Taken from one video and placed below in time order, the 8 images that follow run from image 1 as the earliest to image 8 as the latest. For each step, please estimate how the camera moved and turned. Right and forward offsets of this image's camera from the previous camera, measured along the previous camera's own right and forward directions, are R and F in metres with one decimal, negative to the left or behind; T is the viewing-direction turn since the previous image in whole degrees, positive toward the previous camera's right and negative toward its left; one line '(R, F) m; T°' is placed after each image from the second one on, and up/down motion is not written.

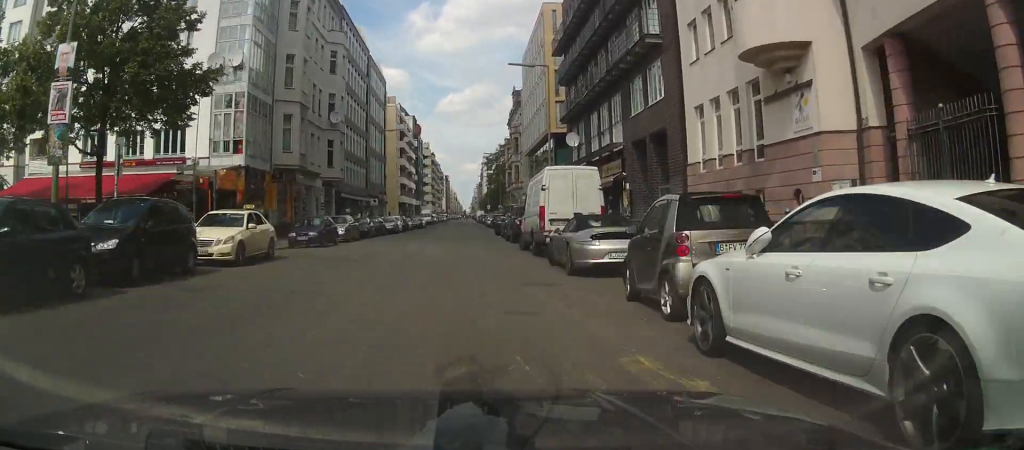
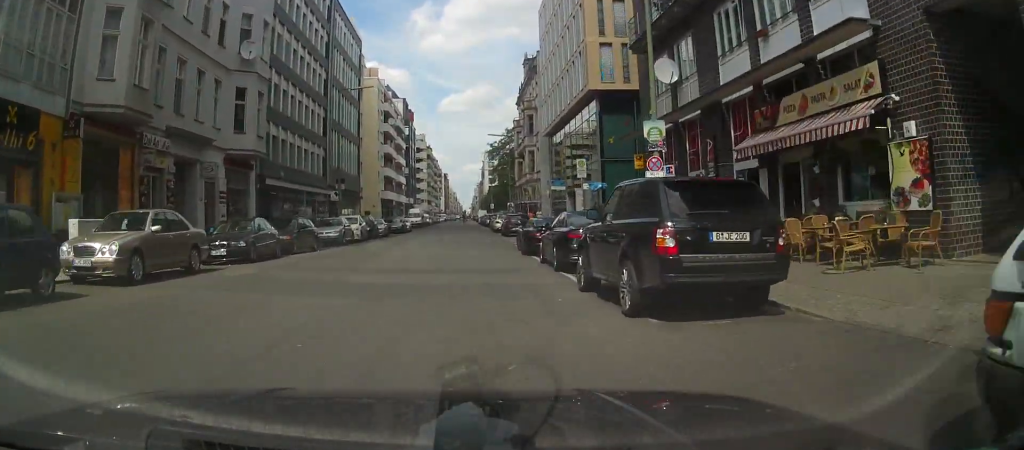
(-0.4, +23.4) m; -1°
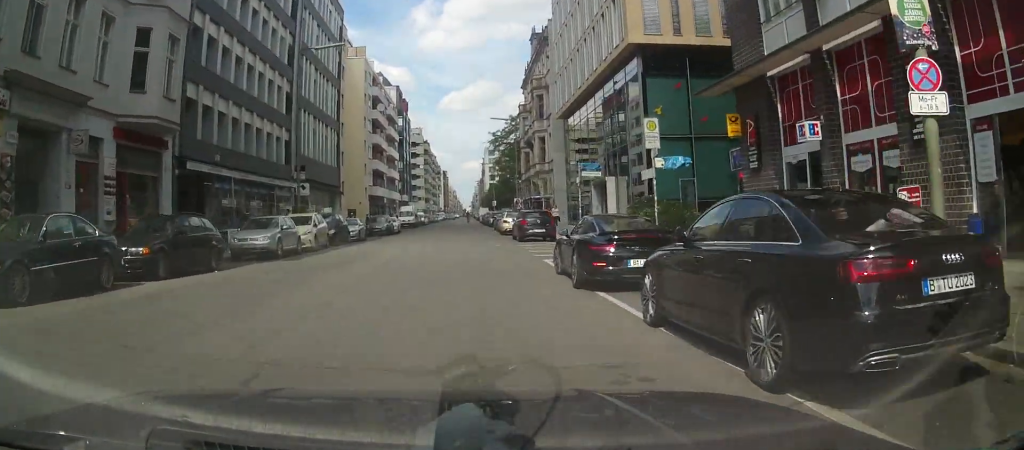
(+0.1, +11.4) m; +1°
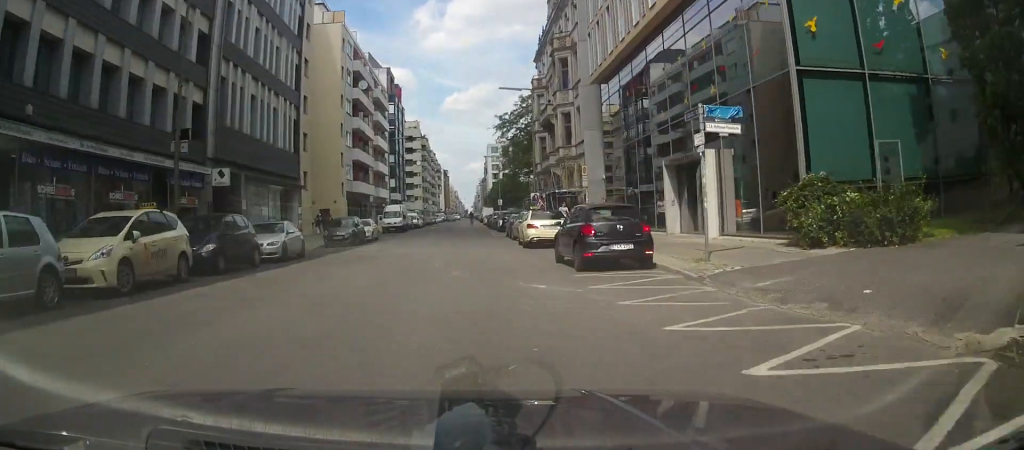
(+0.2, +15.9) m; 0°
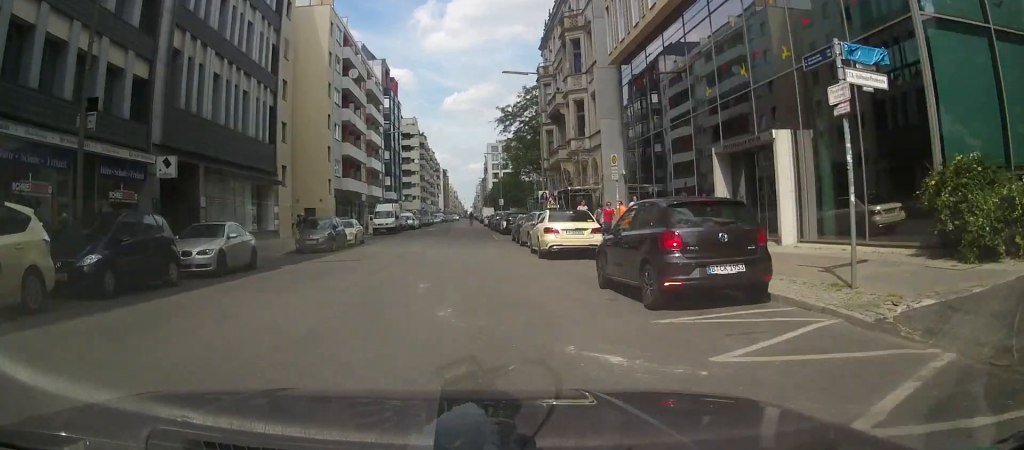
(-0.1, +5.9) m; -1°
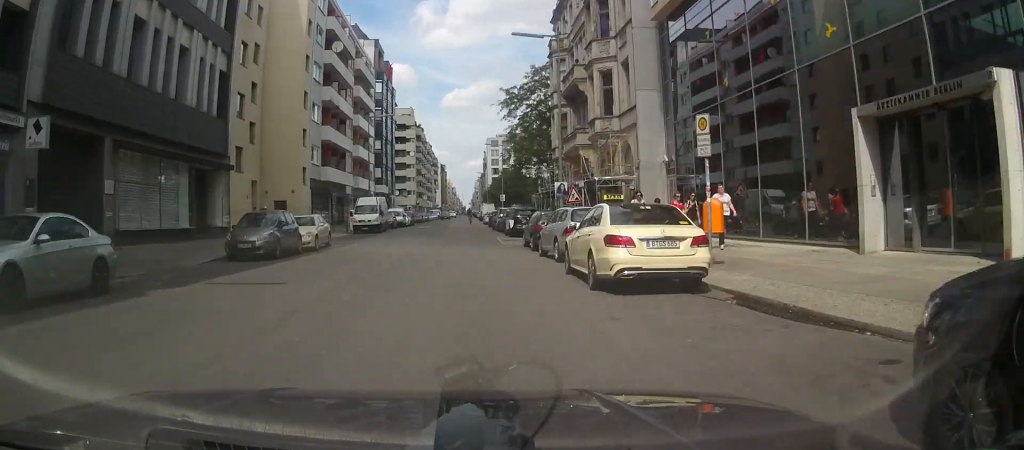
(-0.2, +8.8) m; -1°
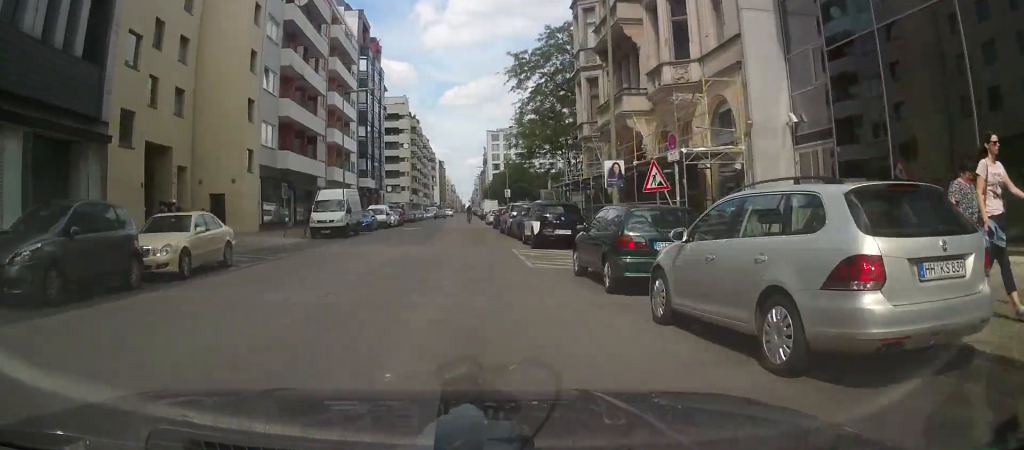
(0.0, +12.4) m; 0°
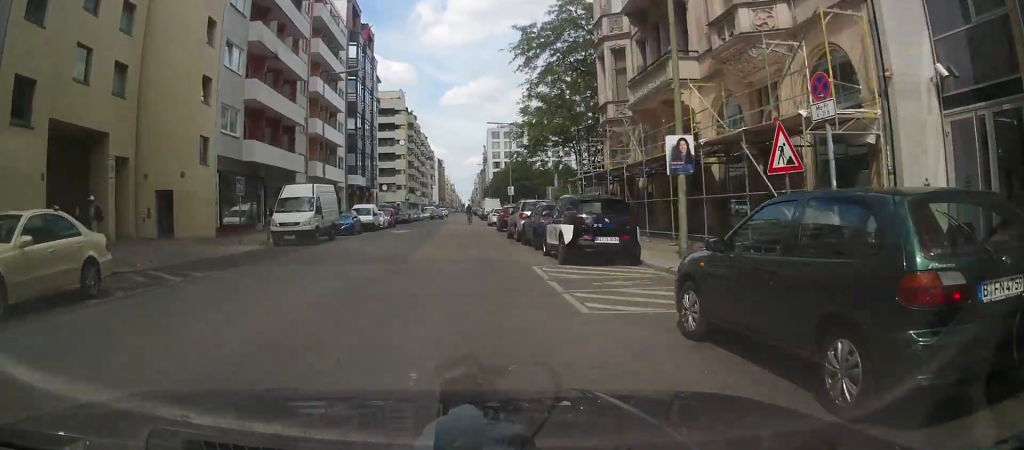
(0.0, +6.5) m; 0°
